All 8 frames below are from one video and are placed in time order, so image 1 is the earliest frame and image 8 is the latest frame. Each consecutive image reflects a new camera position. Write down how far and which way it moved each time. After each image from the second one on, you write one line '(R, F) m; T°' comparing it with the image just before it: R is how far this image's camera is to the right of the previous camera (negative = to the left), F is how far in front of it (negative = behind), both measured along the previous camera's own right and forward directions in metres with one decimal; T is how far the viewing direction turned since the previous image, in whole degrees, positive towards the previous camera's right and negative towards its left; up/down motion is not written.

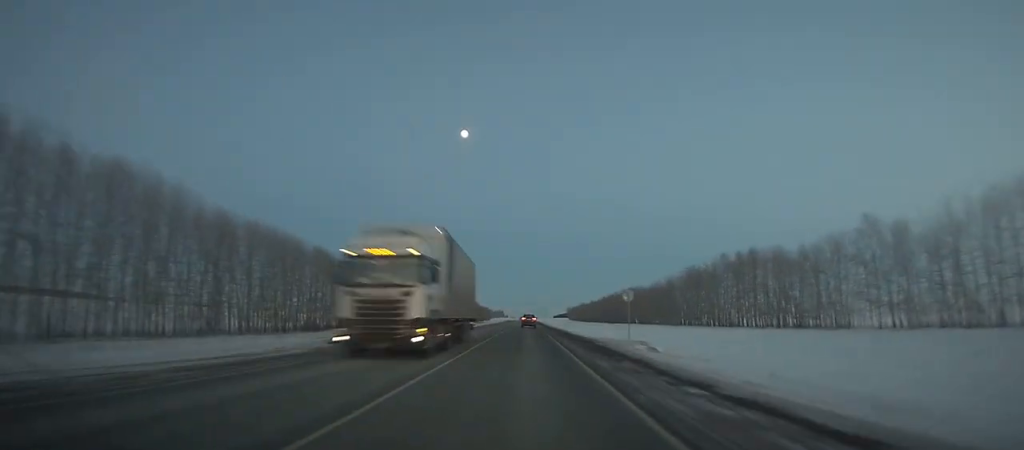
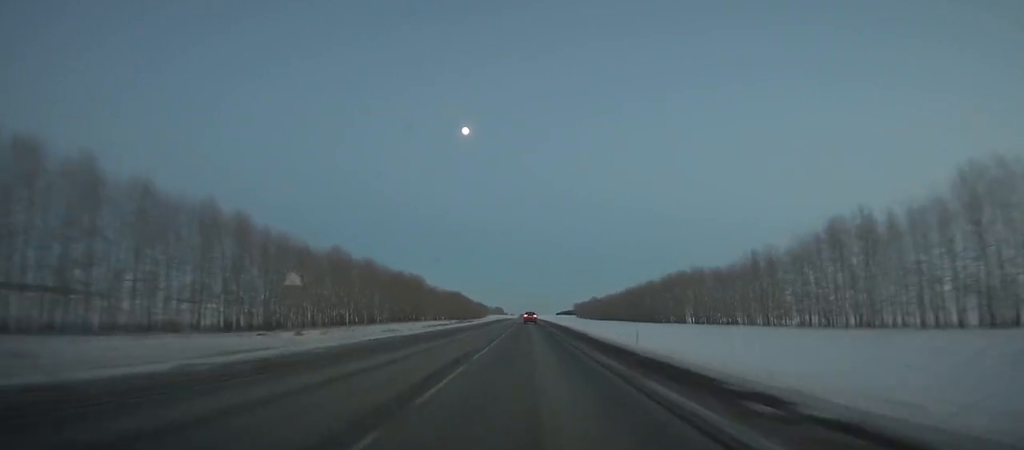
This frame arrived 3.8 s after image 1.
(+1.1, +91.0) m; +1°
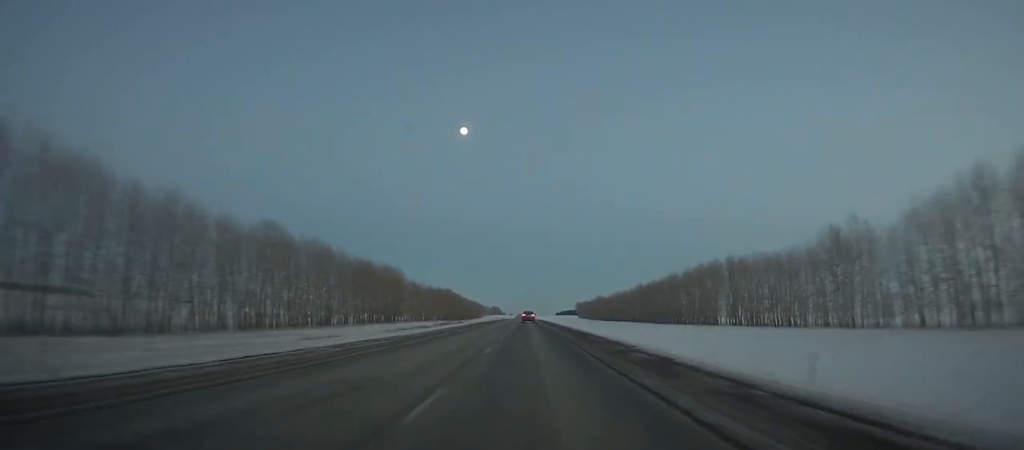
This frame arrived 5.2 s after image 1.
(+0.1, +34.4) m; 0°
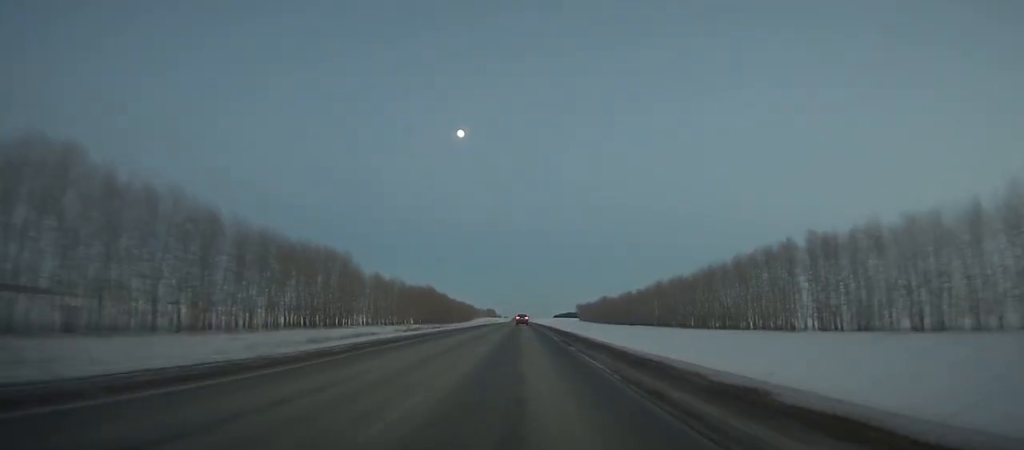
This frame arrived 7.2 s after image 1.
(+0.1, +49.9) m; 0°
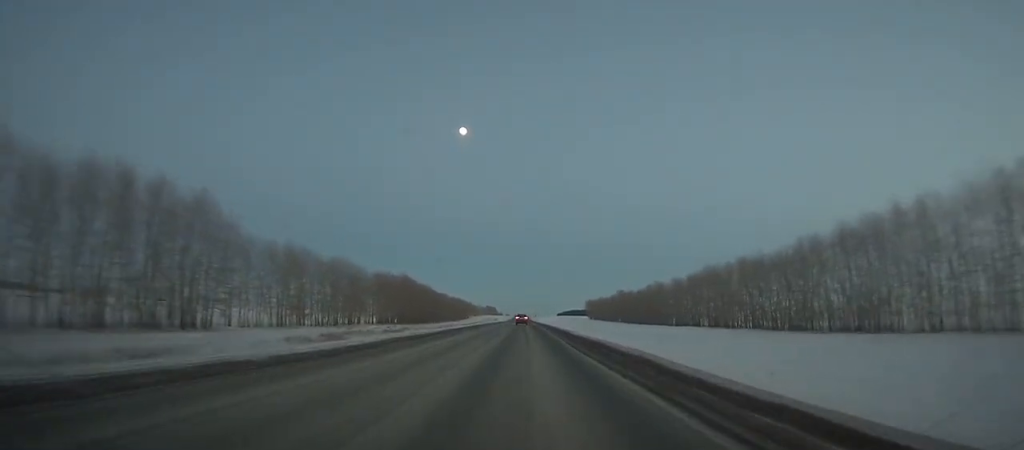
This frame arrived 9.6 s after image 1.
(+0.1, +61.1) m; 0°
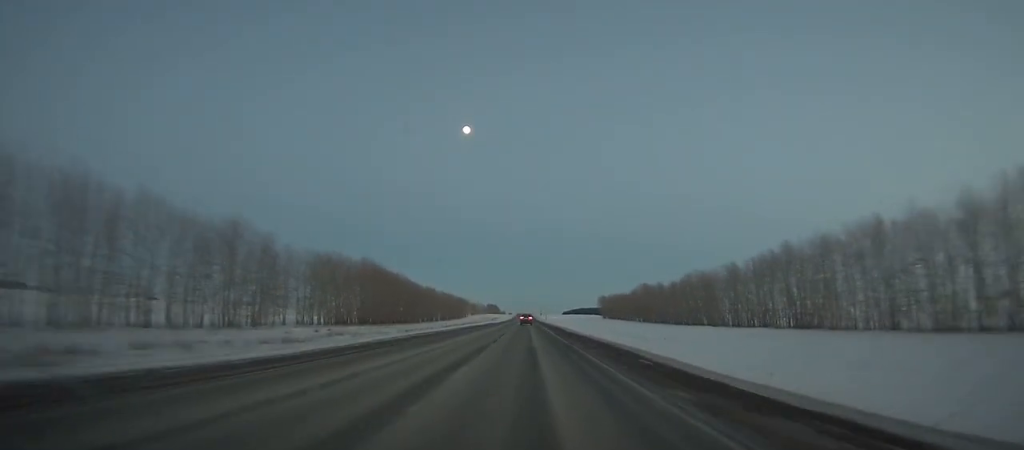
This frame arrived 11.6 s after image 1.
(-0.2, +52.0) m; 0°
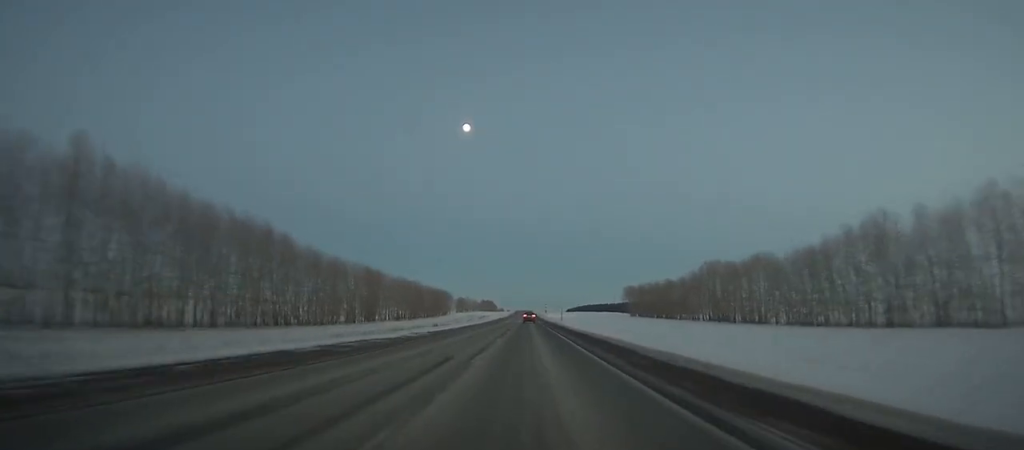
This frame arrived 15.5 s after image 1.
(-0.3, +103.4) m; 0°
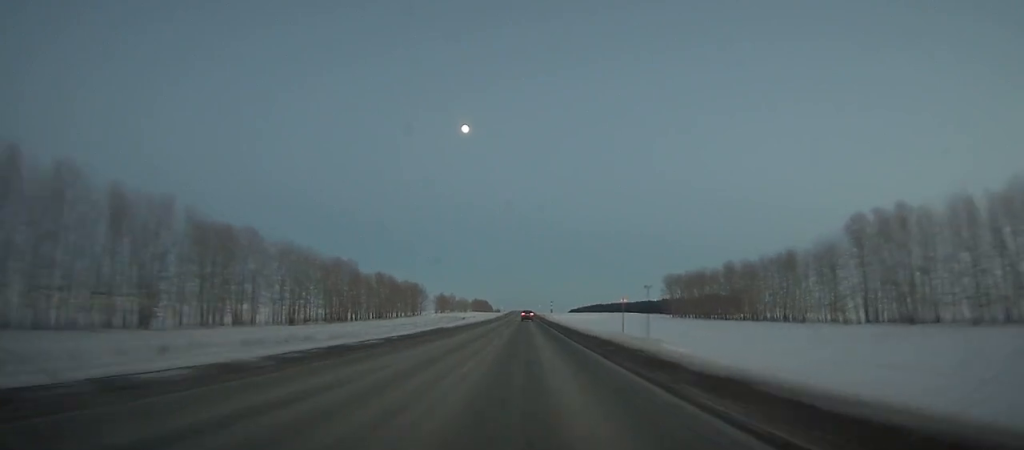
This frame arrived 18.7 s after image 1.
(-0.1, +86.1) m; 0°
